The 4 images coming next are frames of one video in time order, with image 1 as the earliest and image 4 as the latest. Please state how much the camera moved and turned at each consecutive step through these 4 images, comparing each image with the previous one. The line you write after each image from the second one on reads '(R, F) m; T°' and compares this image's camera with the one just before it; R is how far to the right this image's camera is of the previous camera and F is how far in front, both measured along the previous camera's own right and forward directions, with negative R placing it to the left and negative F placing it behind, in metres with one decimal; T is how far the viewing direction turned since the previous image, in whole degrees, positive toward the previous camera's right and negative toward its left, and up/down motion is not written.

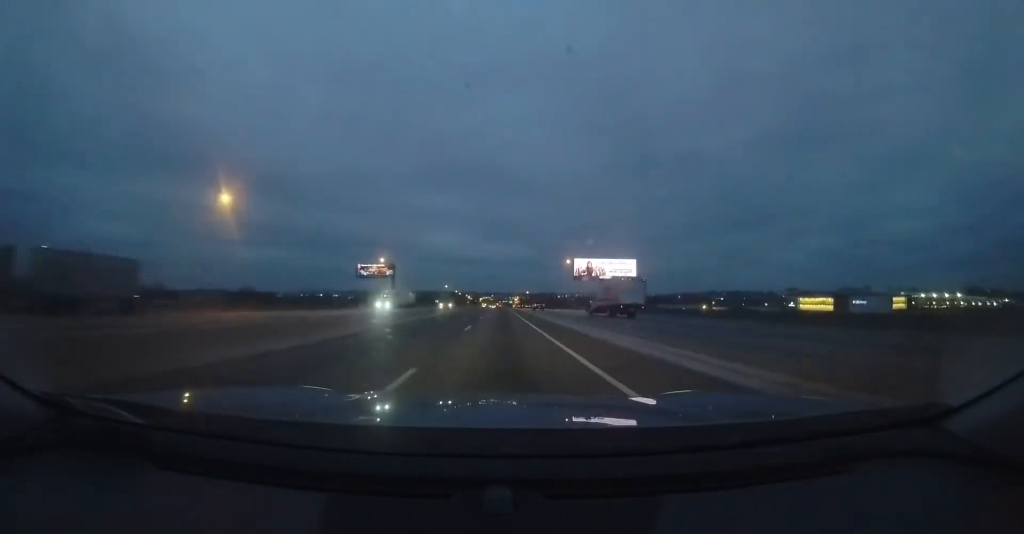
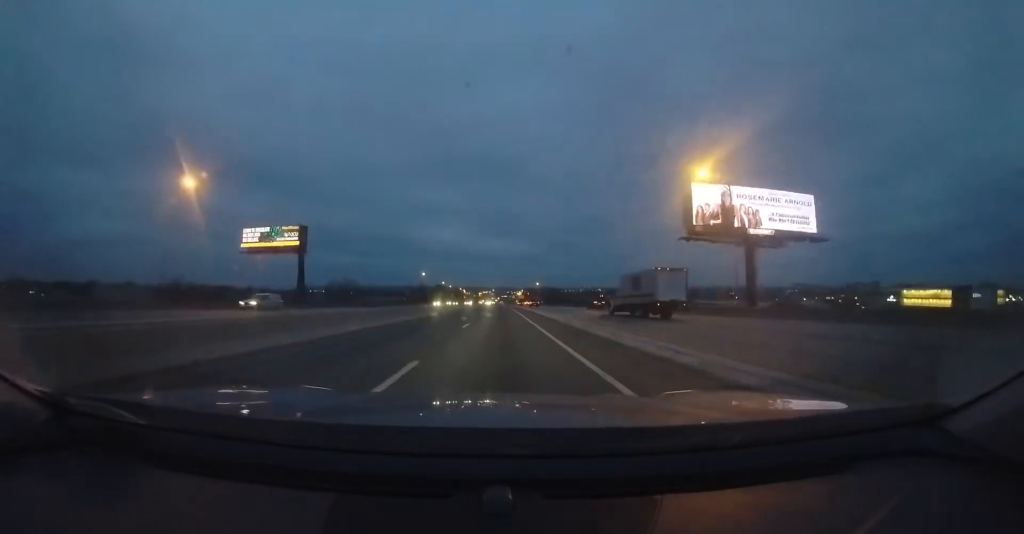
(-0.5, +61.0) m; -1°
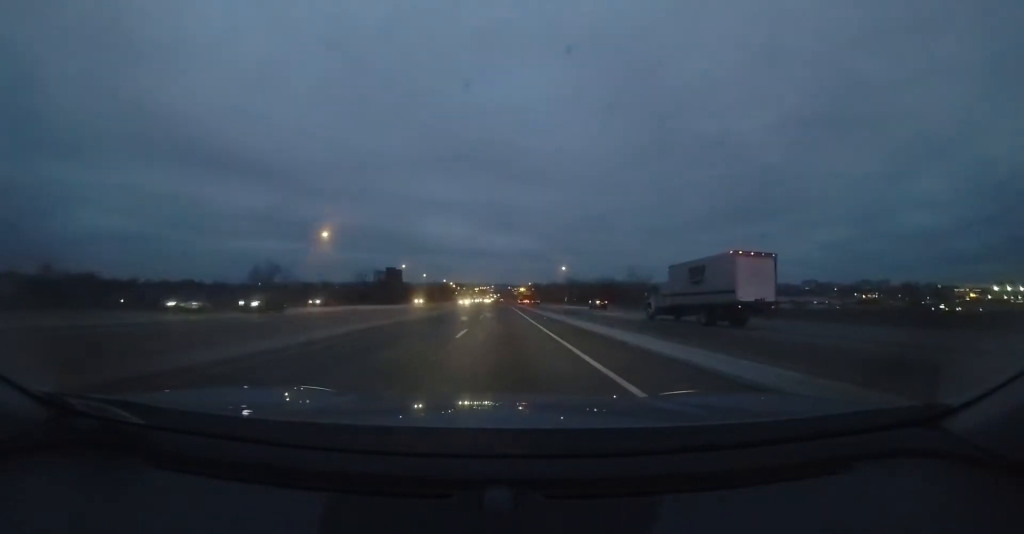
(+0.4, +78.5) m; 0°
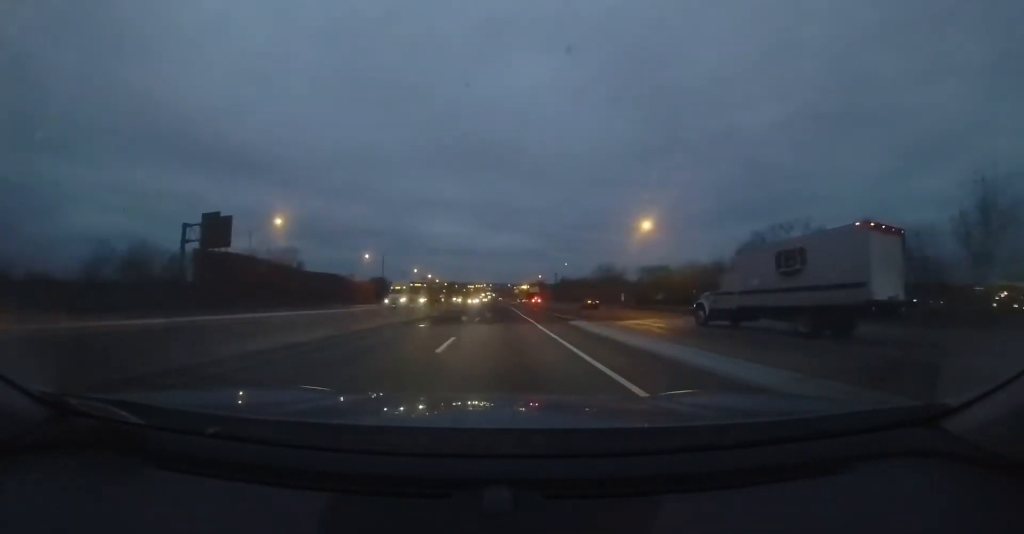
(+0.4, +65.2) m; 0°
